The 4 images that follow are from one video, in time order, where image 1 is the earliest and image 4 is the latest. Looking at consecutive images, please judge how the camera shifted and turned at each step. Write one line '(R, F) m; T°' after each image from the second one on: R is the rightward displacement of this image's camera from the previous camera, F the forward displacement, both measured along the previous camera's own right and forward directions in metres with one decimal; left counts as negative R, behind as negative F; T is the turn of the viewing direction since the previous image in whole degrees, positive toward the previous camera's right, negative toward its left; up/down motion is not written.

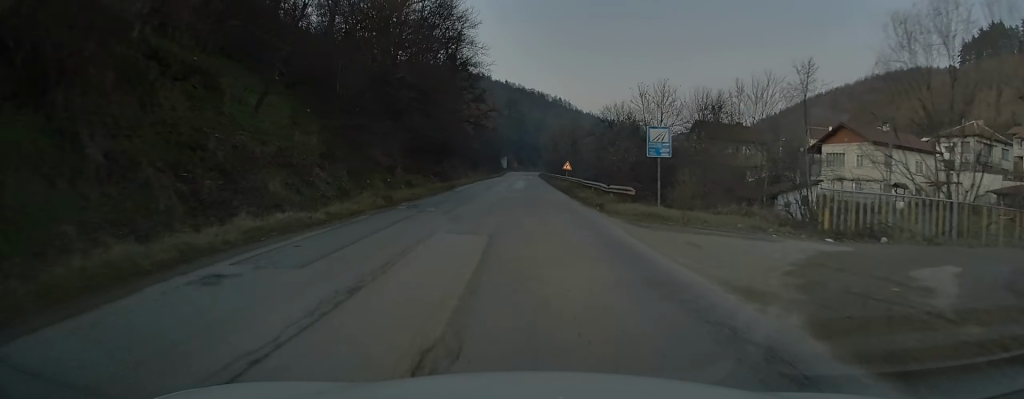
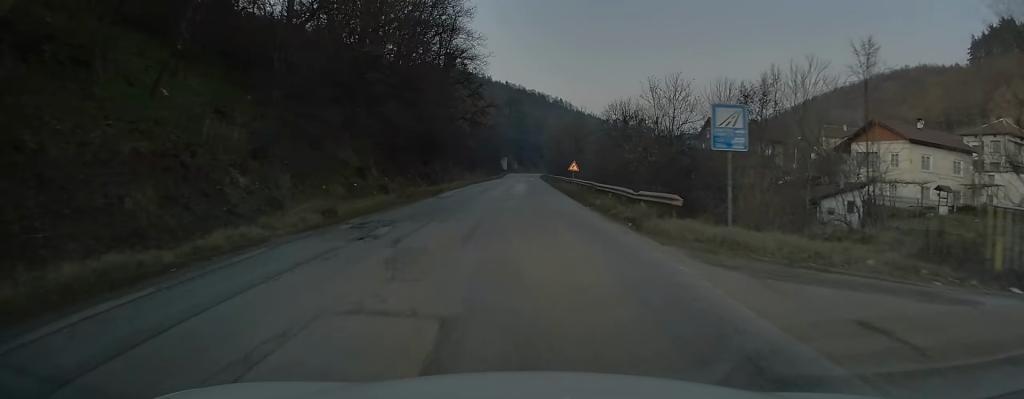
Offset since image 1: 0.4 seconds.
(0.0, +6.9) m; 0°
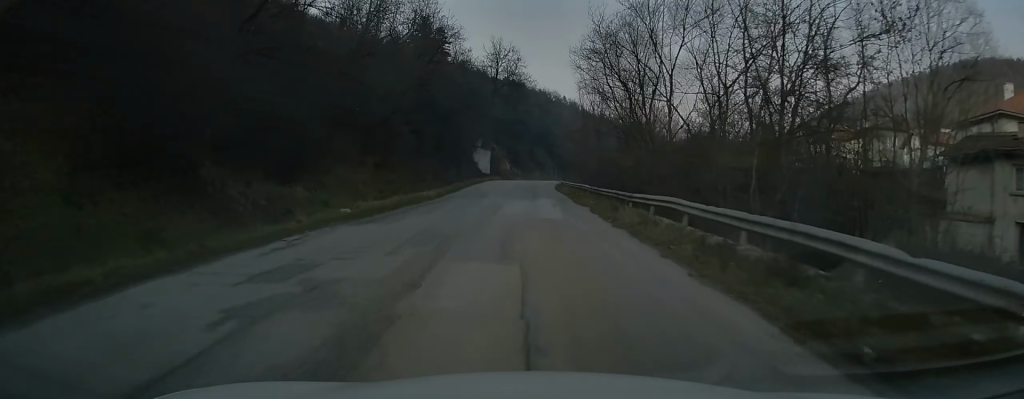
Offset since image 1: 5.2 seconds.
(0.0, +79.1) m; 0°
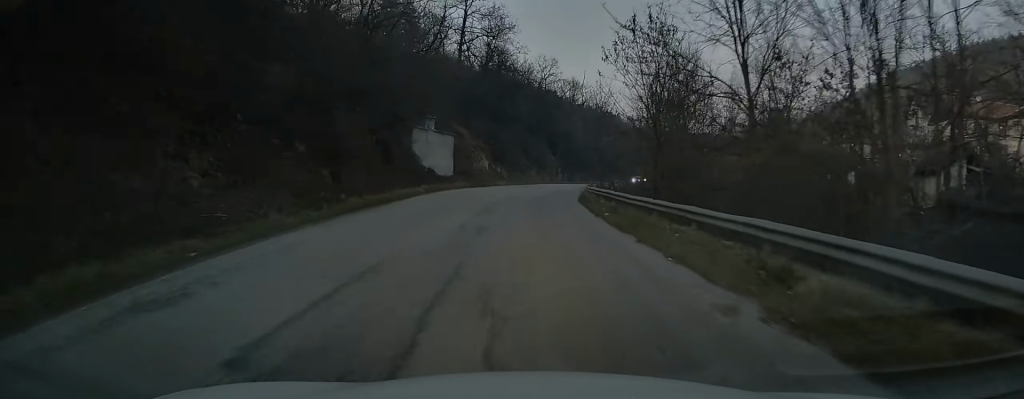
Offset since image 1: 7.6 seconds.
(+0.5, +39.6) m; +2°
